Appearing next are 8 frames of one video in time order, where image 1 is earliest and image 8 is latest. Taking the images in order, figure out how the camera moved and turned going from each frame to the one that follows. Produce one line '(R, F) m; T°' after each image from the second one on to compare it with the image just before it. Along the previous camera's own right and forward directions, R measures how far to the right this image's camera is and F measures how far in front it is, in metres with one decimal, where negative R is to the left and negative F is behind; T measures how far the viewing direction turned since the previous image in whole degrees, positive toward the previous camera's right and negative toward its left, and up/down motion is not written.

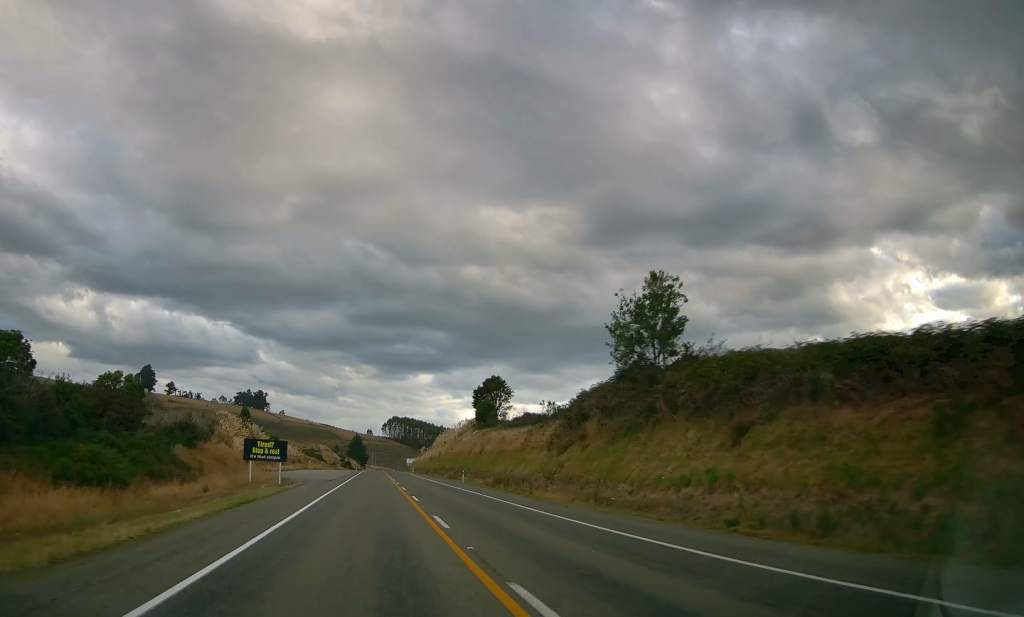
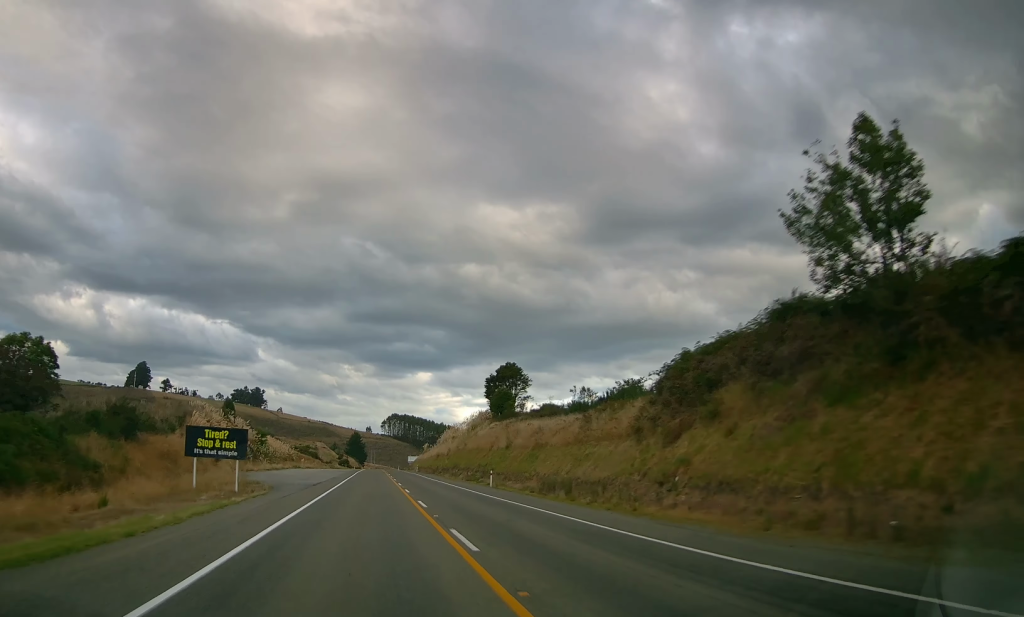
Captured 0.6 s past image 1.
(0.0, +14.0) m; 0°
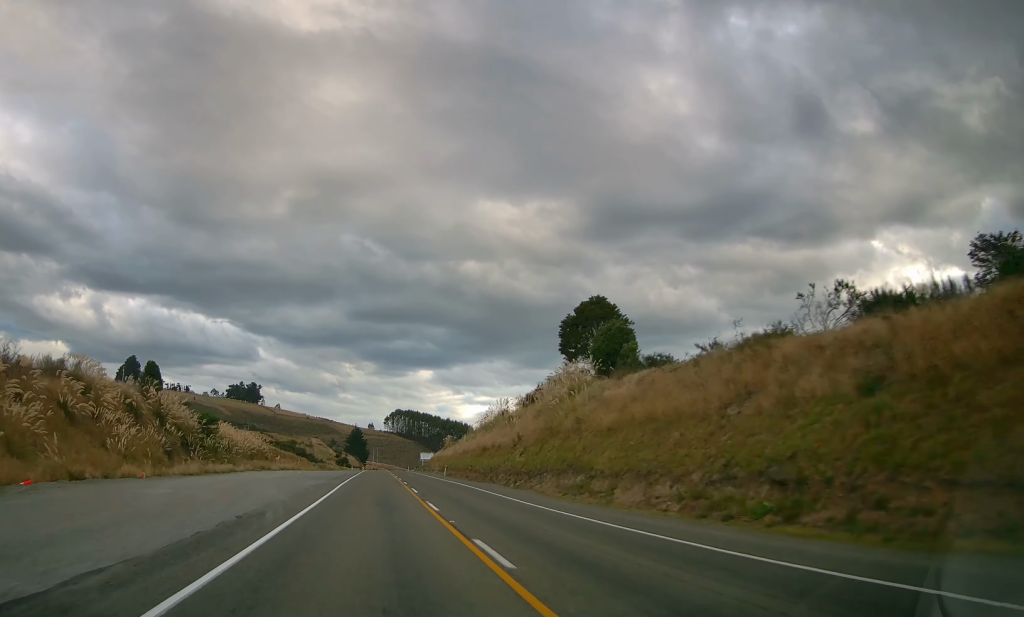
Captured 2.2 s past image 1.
(0.0, +41.7) m; 0°
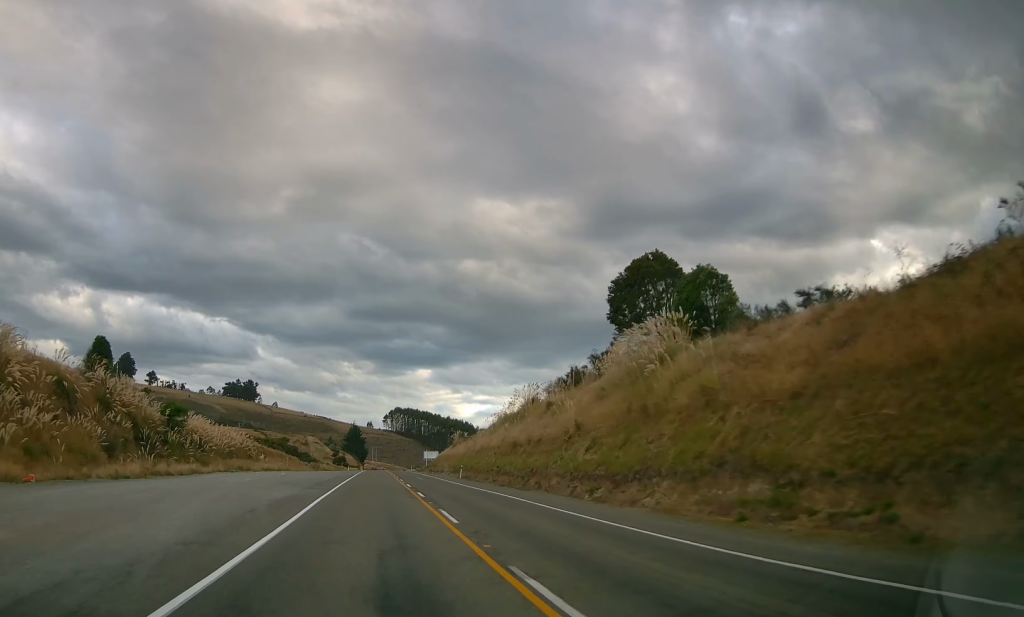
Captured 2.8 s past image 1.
(0.0, +14.3) m; 0°
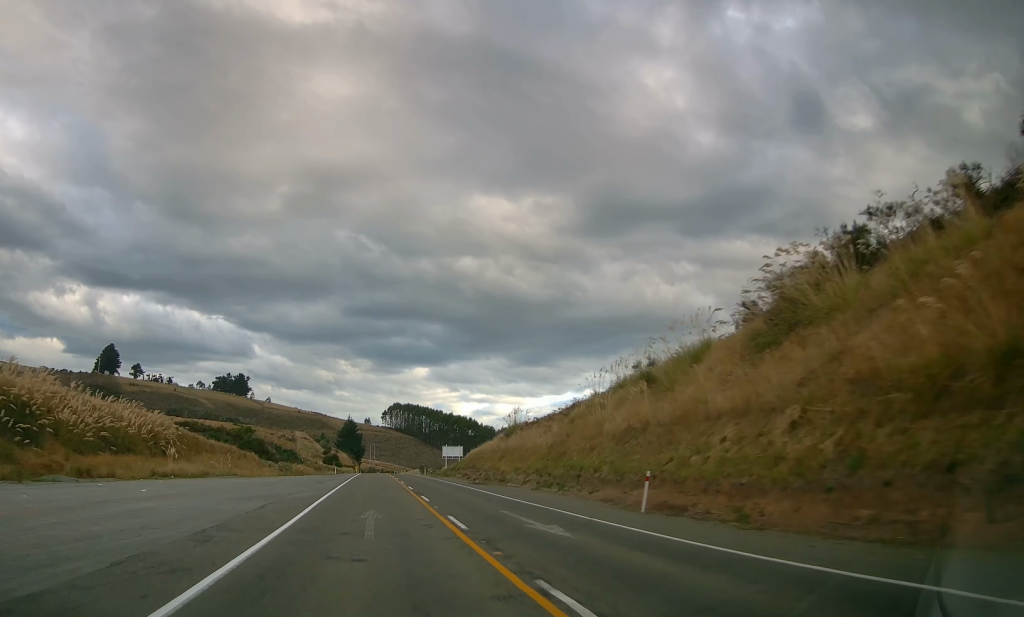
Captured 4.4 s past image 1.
(+0.4, +41.1) m; +3°
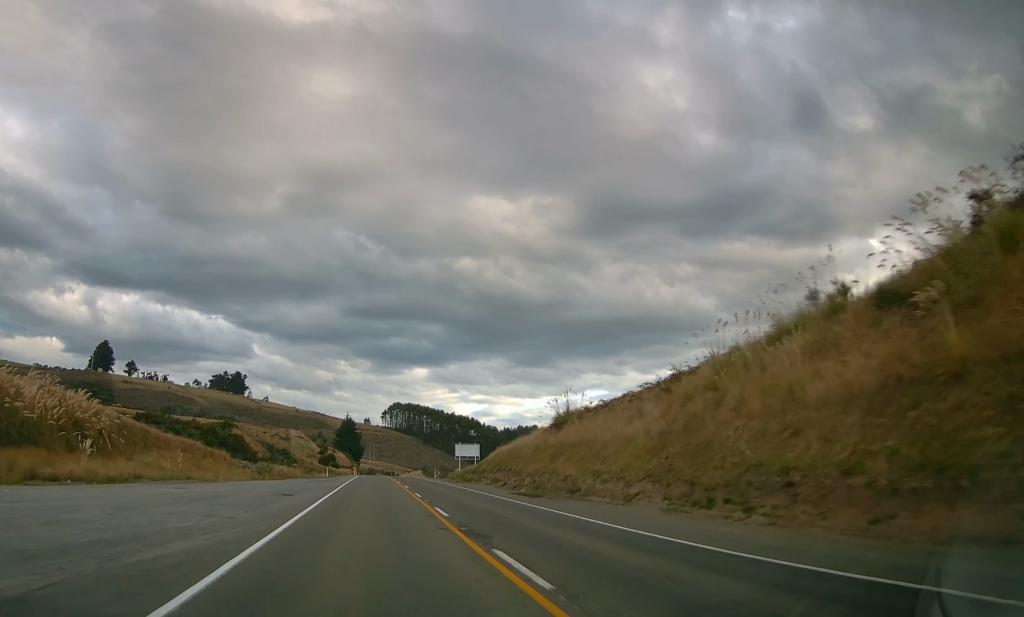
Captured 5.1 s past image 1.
(+0.8, +15.9) m; 0°
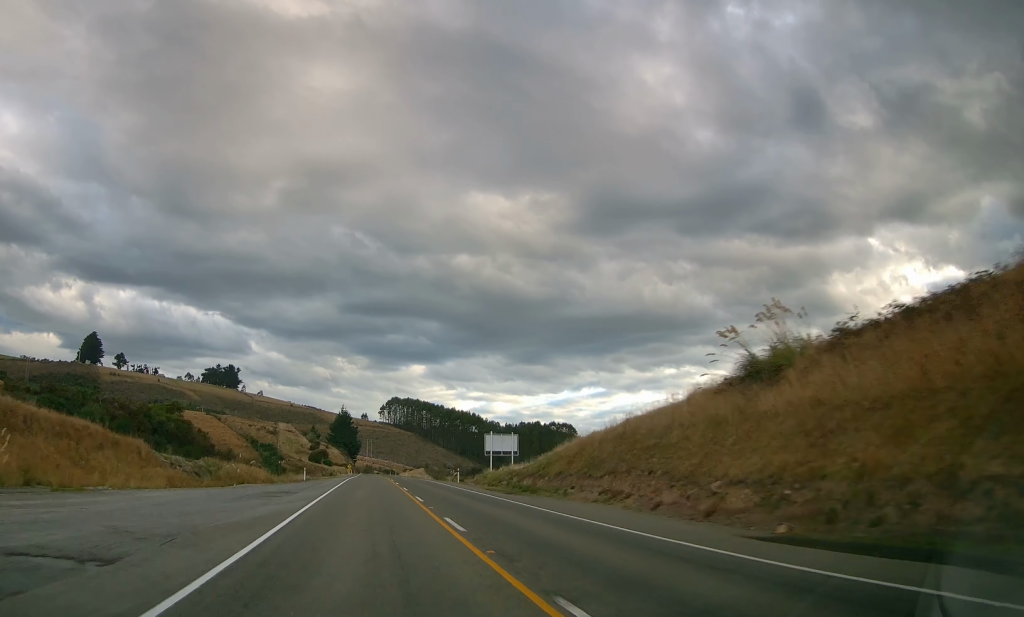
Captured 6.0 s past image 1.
(-0.5, +23.5) m; -2°
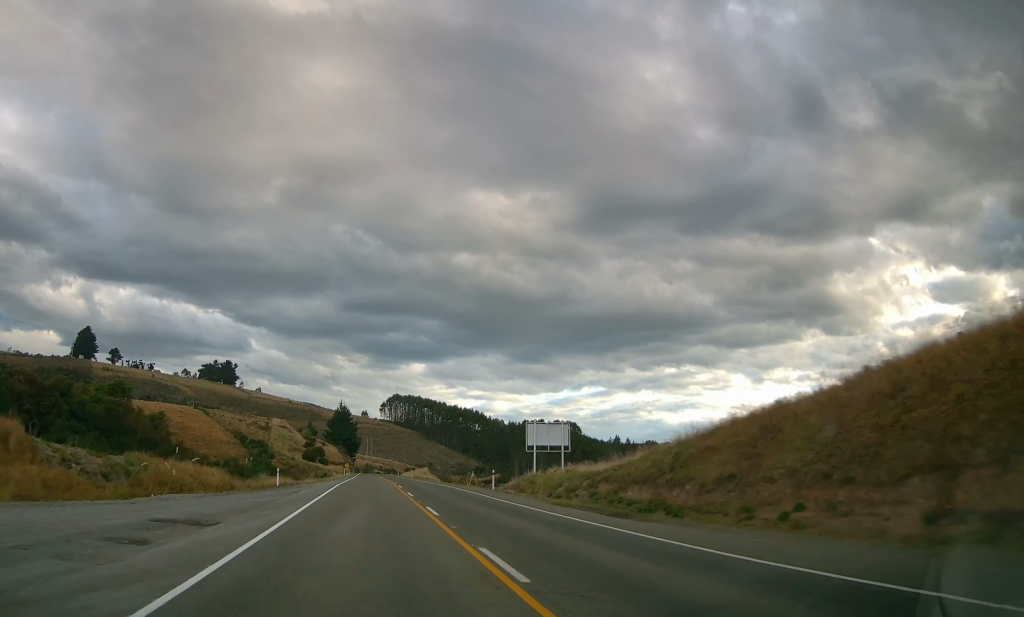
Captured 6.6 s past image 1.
(-0.2, +16.0) m; -1°
